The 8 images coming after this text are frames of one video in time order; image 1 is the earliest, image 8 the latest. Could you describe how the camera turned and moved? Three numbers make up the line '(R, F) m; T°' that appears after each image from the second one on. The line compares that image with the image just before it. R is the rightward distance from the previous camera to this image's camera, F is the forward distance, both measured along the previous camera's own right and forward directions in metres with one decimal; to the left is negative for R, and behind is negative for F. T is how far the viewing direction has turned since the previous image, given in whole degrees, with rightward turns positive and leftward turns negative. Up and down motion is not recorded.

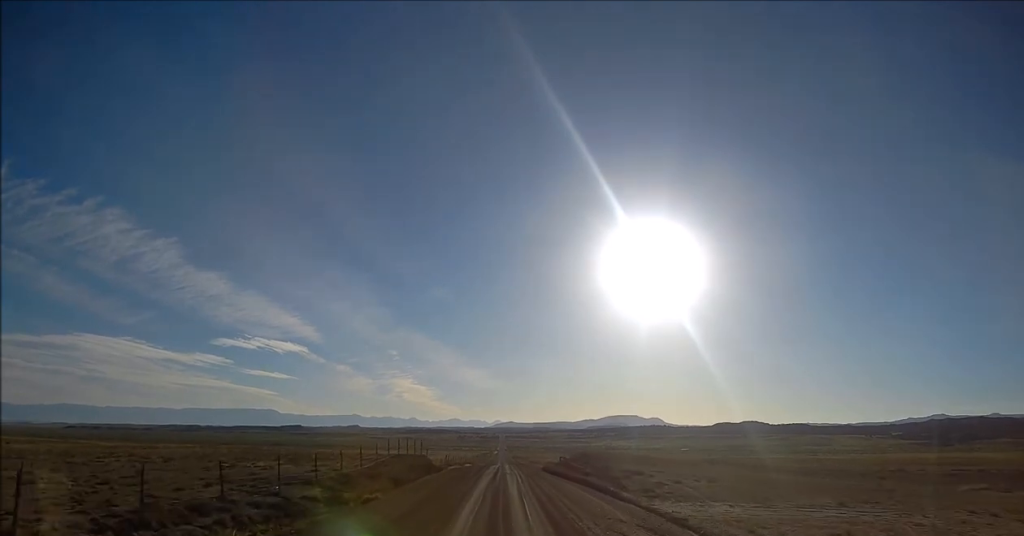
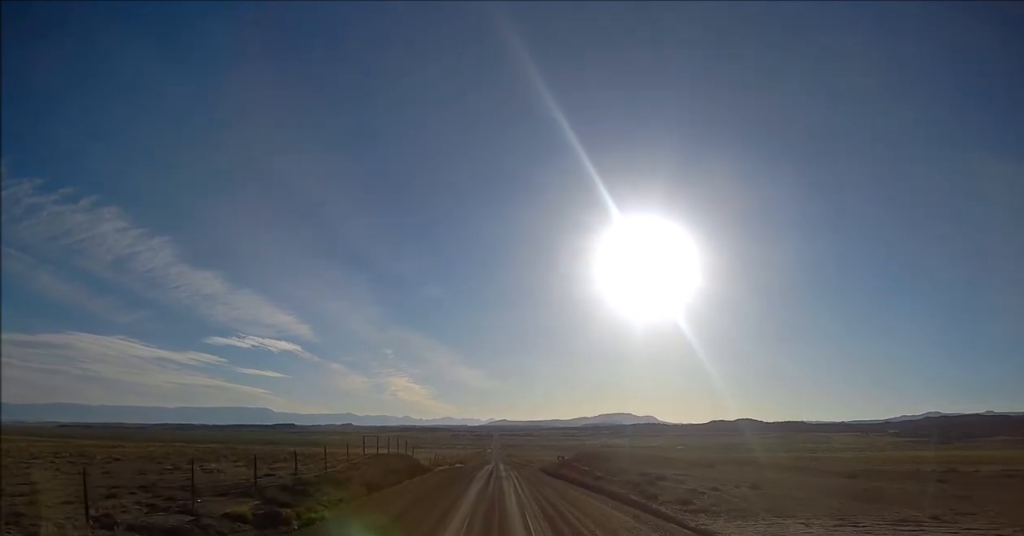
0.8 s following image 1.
(0.0, +7.7) m; 0°
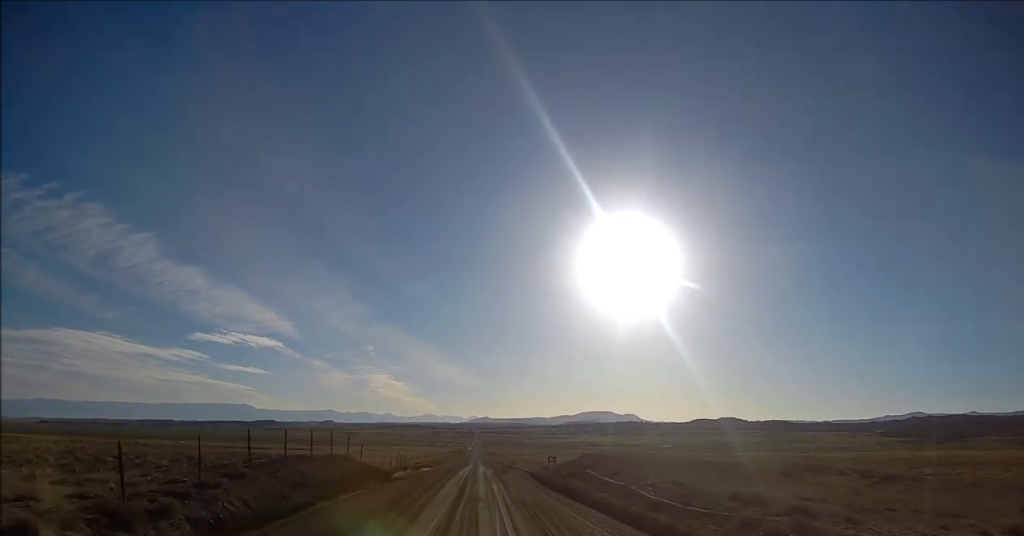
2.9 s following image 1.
(0.0, +19.4) m; +1°
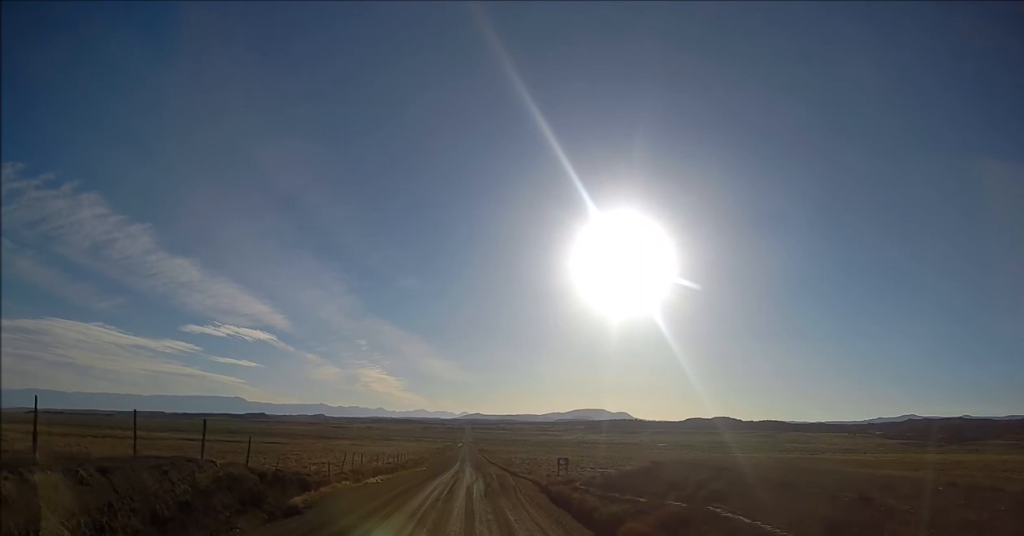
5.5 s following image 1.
(+0.3, +23.3) m; 0°
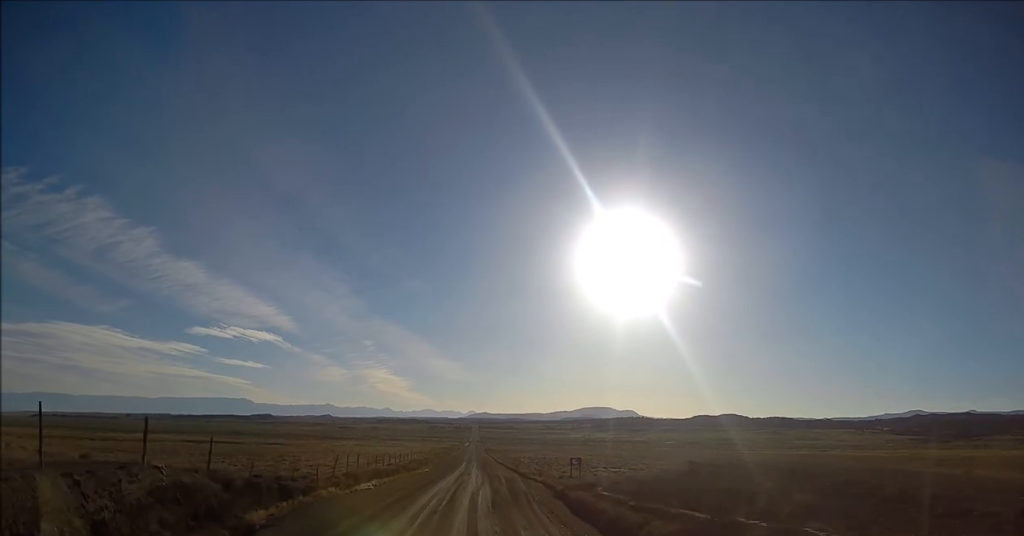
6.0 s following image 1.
(-0.1, +4.8) m; 0°
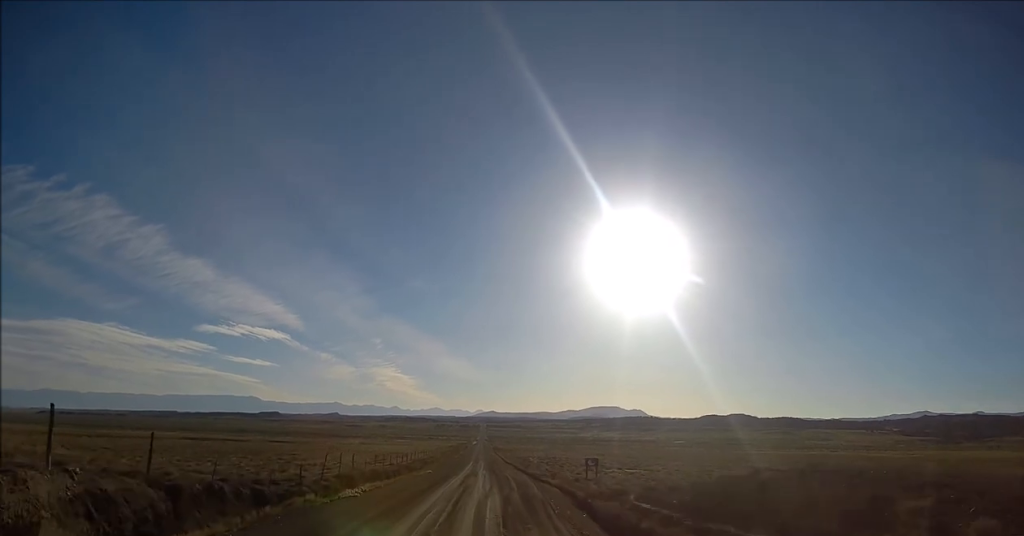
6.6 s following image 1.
(0.0, +5.3) m; 0°
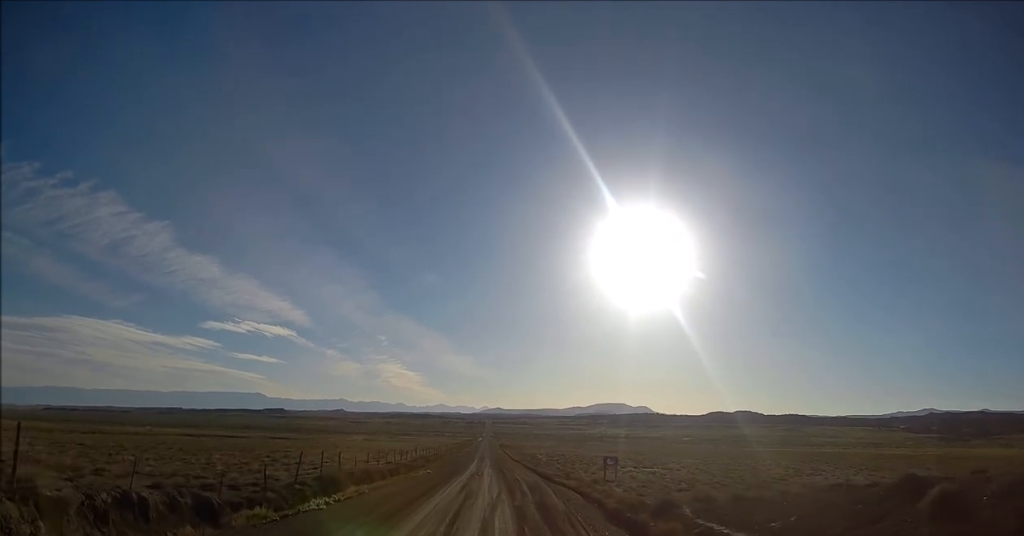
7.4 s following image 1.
(+0.1, +6.9) m; 0°
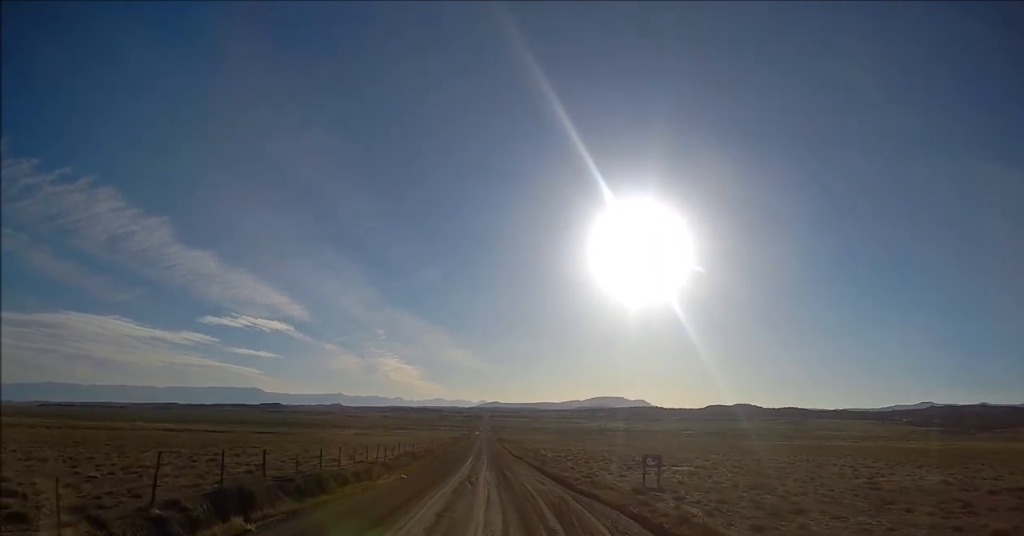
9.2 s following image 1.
(-0.1, +13.9) m; +1°
